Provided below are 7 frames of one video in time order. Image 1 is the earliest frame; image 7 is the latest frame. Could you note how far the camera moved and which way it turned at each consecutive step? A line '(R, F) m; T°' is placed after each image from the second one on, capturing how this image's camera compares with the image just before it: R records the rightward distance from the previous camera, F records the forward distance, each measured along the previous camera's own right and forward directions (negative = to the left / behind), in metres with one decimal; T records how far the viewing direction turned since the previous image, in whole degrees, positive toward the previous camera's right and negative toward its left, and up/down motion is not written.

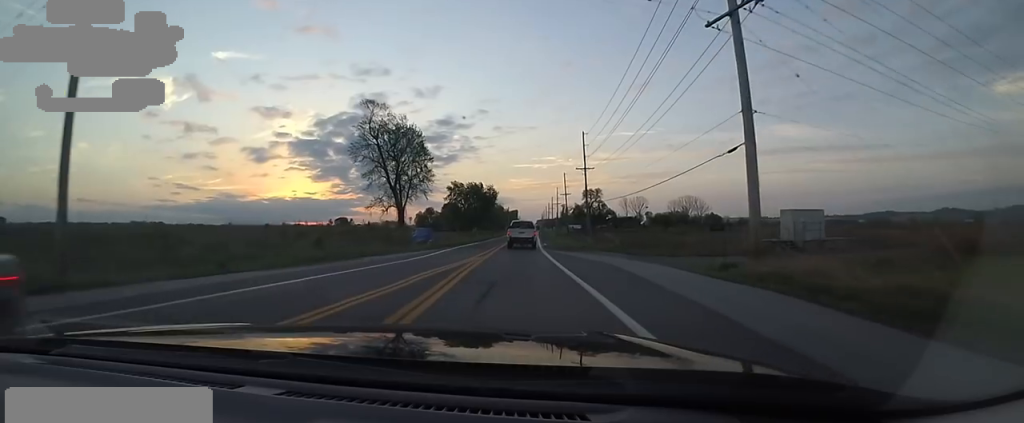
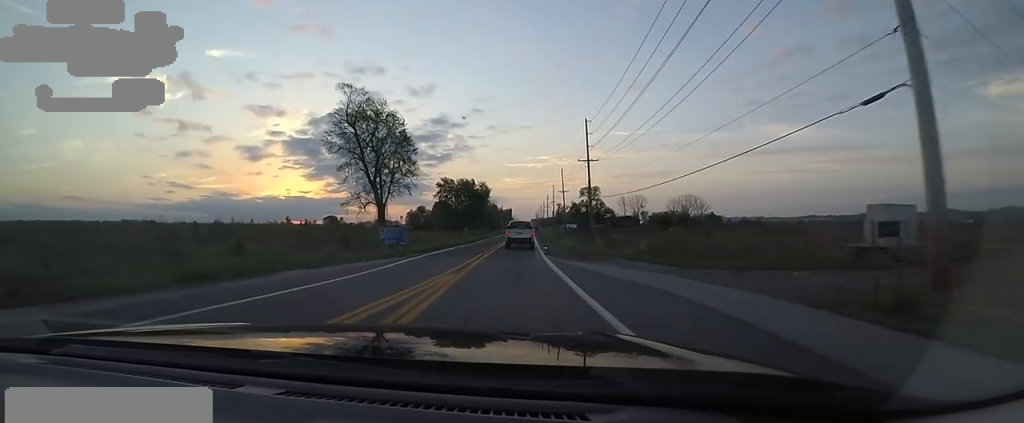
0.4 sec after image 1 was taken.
(0.0, +8.8) m; +1°
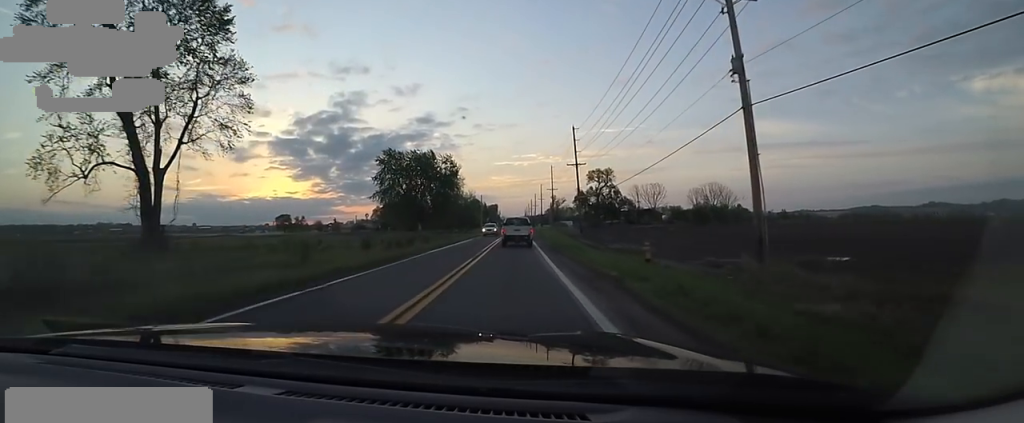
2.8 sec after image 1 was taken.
(+2.7, +48.5) m; +3°
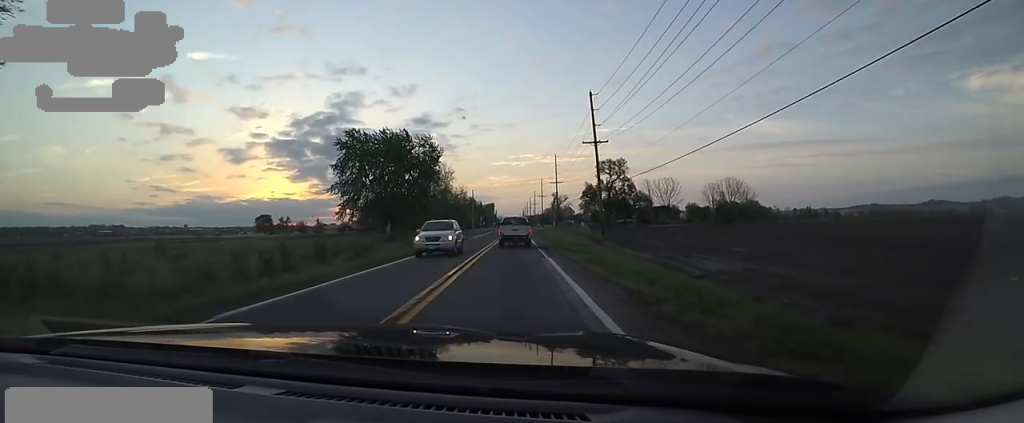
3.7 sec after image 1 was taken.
(0.0, +19.6) m; 0°
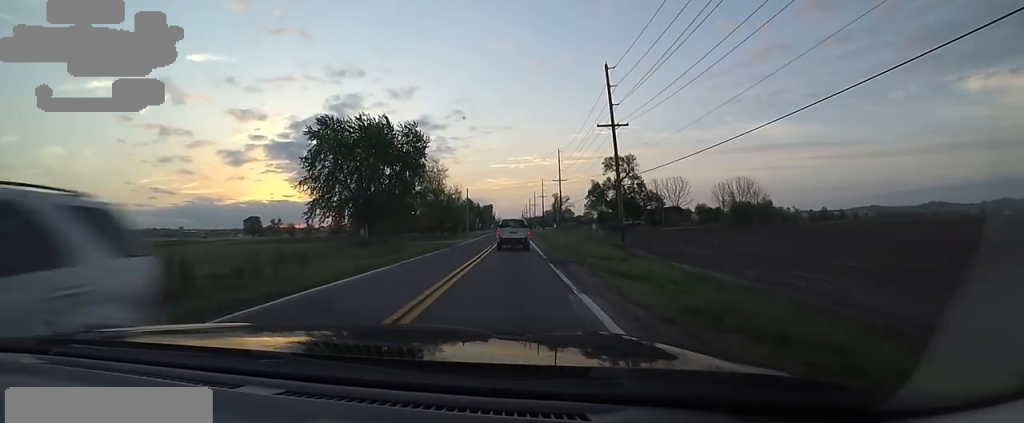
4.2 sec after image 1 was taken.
(+0.1, +10.5) m; 0°
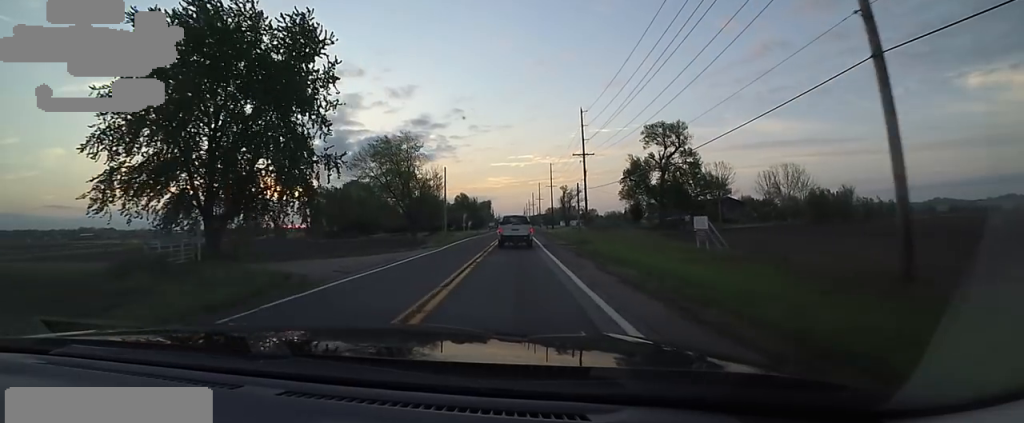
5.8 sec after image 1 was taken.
(-0.9, +32.4) m; -3°
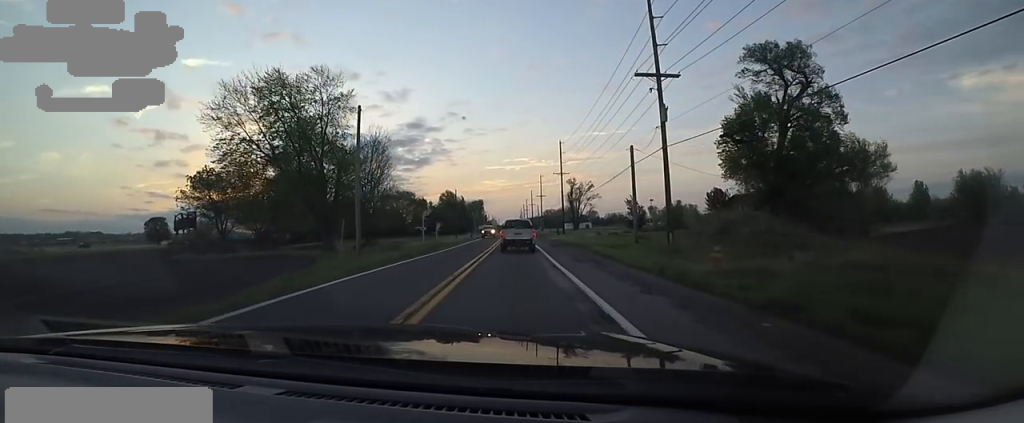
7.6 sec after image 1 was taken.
(+0.4, +34.1) m; +3°
